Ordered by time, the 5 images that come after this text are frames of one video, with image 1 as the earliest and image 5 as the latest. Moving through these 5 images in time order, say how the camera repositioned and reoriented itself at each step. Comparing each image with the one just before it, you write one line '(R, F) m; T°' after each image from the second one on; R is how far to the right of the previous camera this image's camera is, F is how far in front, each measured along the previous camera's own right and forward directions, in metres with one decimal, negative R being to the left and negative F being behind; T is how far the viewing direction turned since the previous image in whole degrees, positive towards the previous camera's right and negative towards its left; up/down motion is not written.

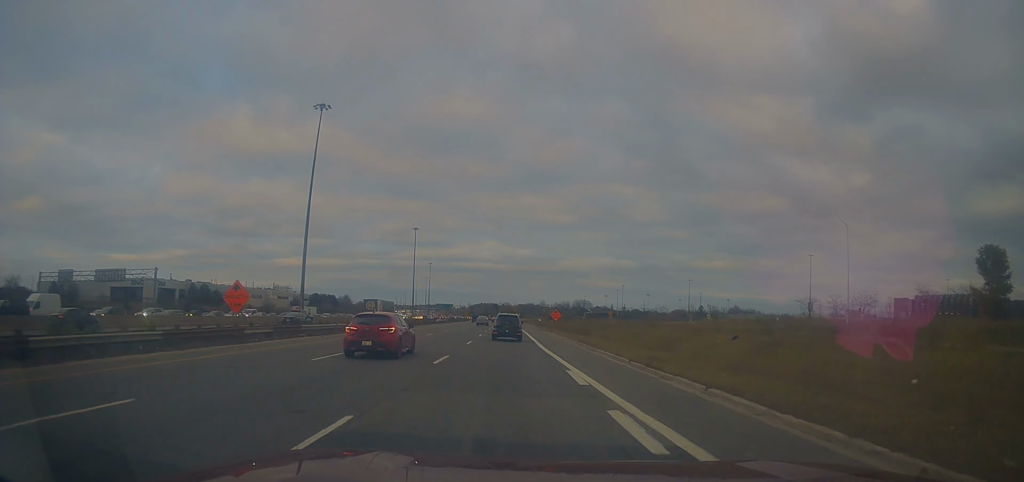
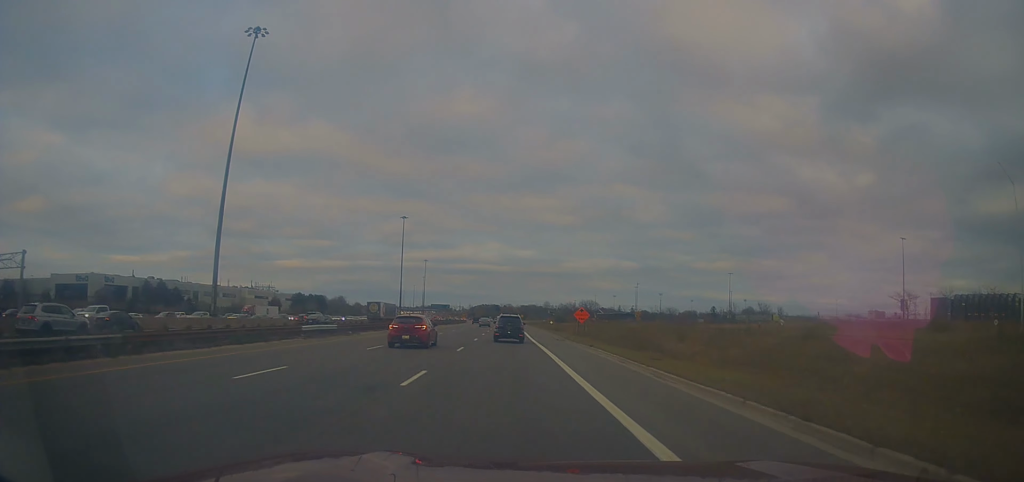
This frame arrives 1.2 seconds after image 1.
(-0.6, +29.5) m; -1°
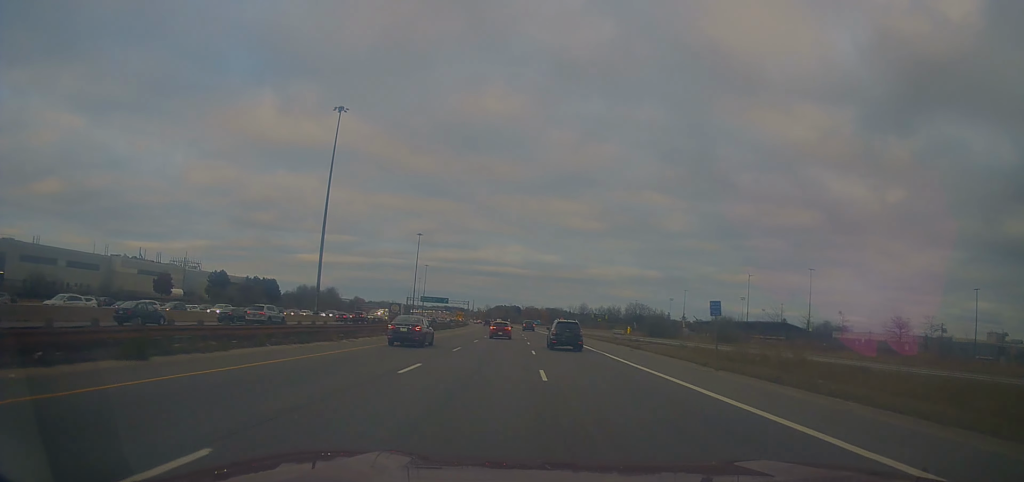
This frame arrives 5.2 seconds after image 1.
(-1.0, +105.0) m; -2°
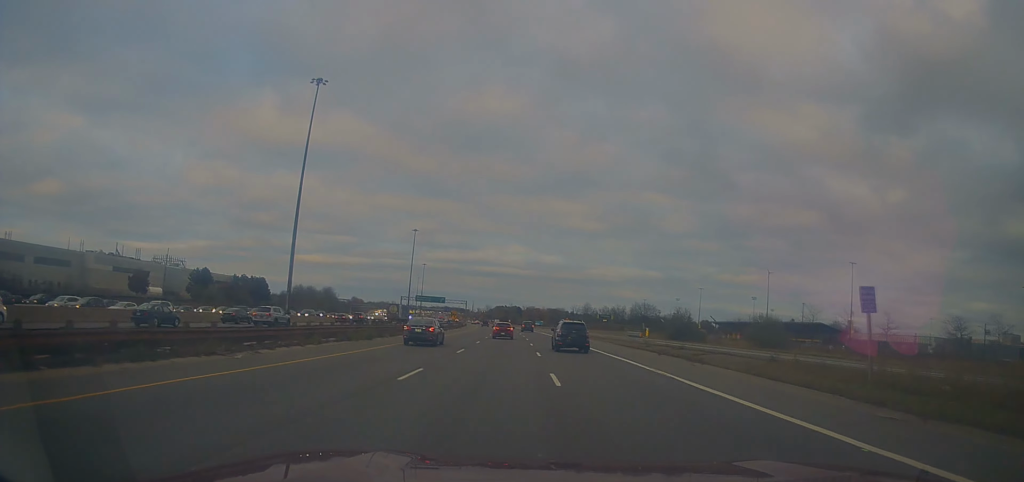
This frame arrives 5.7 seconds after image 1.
(-0.3, +13.0) m; 0°
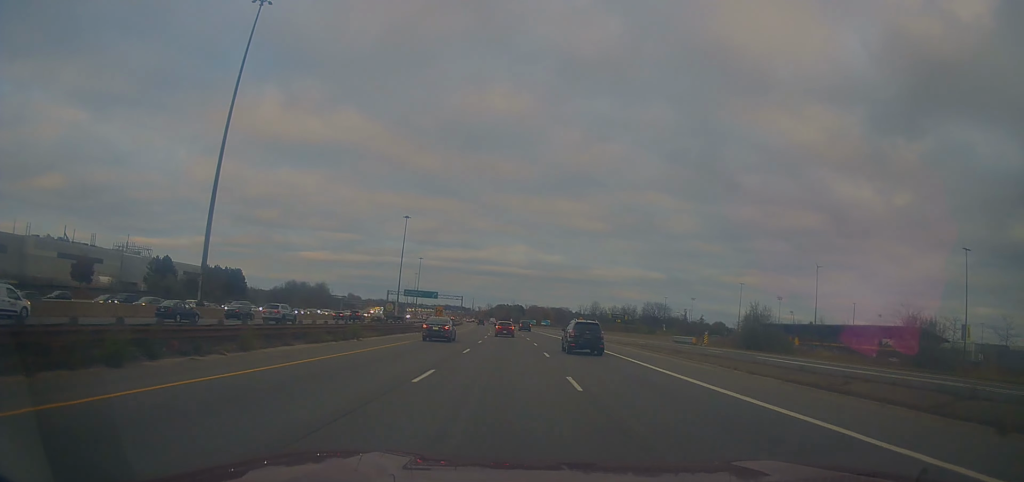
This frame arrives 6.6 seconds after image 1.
(0.0, +25.4) m; 0°
